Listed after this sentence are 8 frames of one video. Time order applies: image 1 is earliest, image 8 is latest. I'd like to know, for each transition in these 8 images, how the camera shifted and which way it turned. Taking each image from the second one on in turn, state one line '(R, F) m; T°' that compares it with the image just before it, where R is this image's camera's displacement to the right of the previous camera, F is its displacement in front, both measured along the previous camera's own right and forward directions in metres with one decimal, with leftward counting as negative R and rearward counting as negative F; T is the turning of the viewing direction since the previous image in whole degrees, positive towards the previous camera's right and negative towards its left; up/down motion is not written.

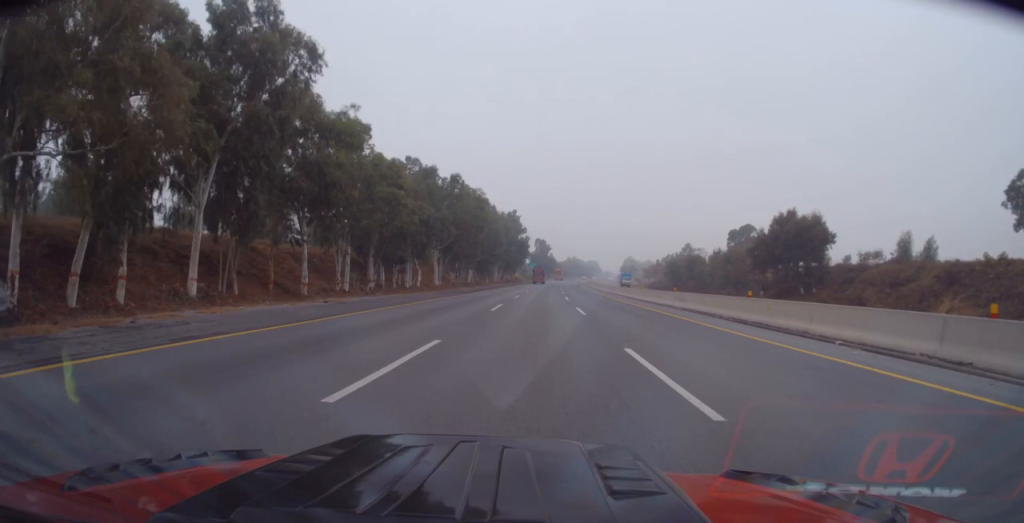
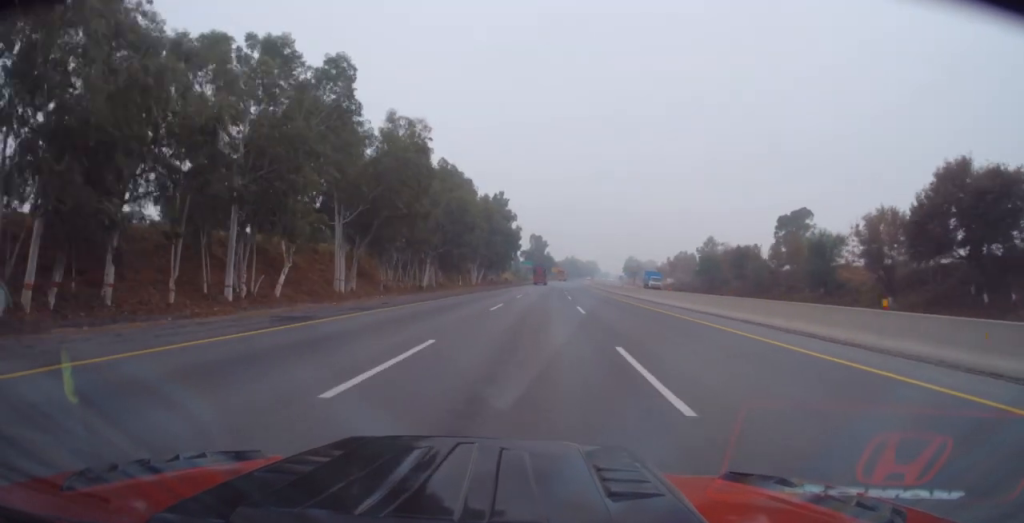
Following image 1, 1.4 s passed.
(-0.2, +35.8) m; -1°
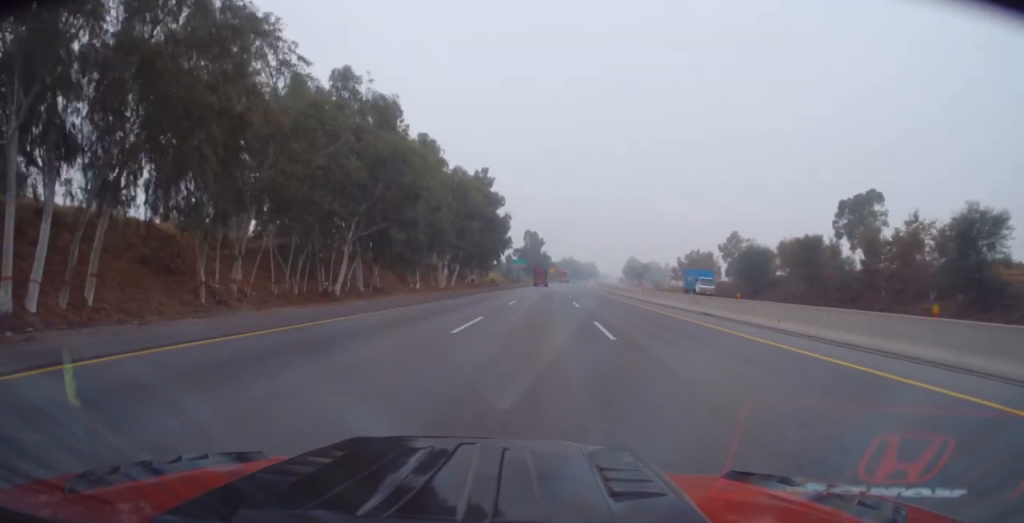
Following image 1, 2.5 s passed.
(+0.1, +28.1) m; +1°
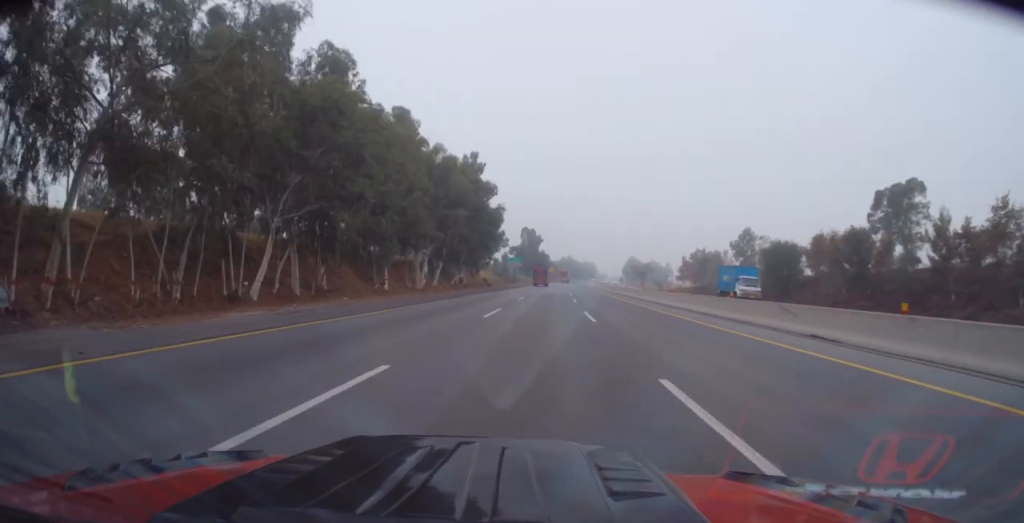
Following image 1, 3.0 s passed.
(+0.2, +11.9) m; 0°
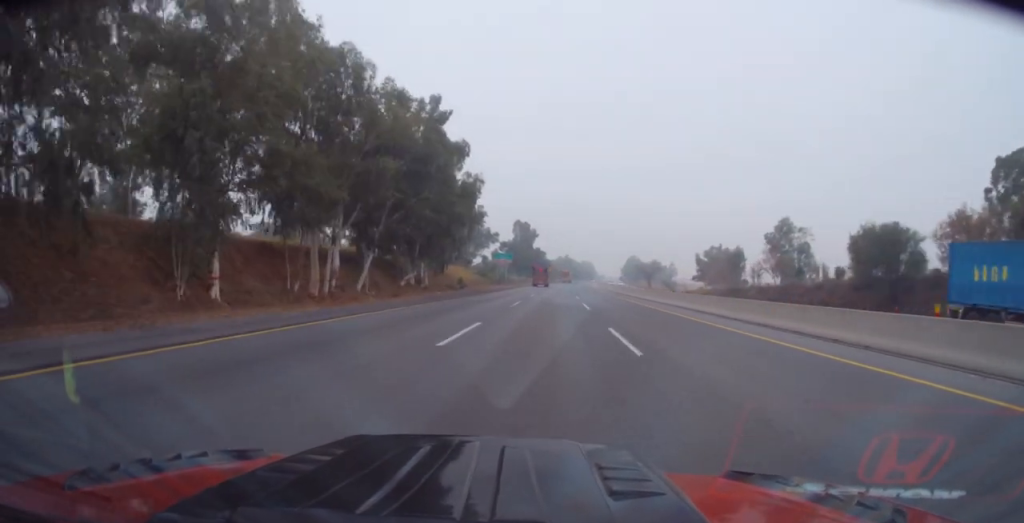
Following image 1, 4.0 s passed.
(-0.3, +27.2) m; 0°
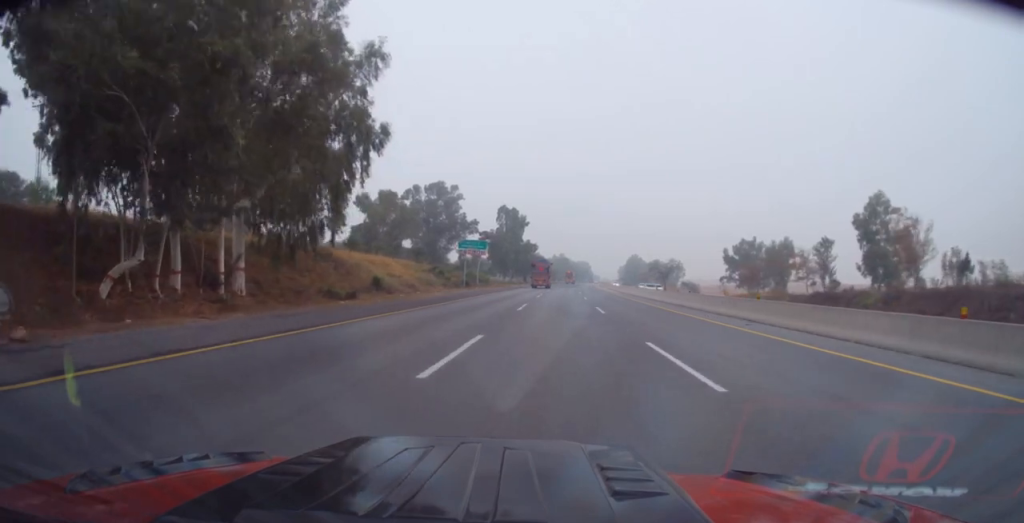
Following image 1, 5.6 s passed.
(+0.4, +39.8) m; +1°
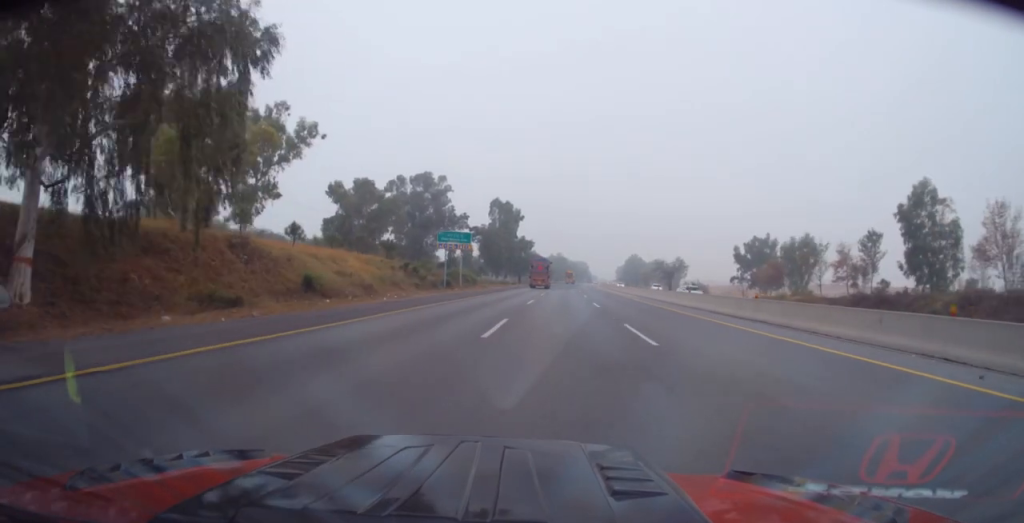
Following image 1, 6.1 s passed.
(0.0, +12.7) m; 0°
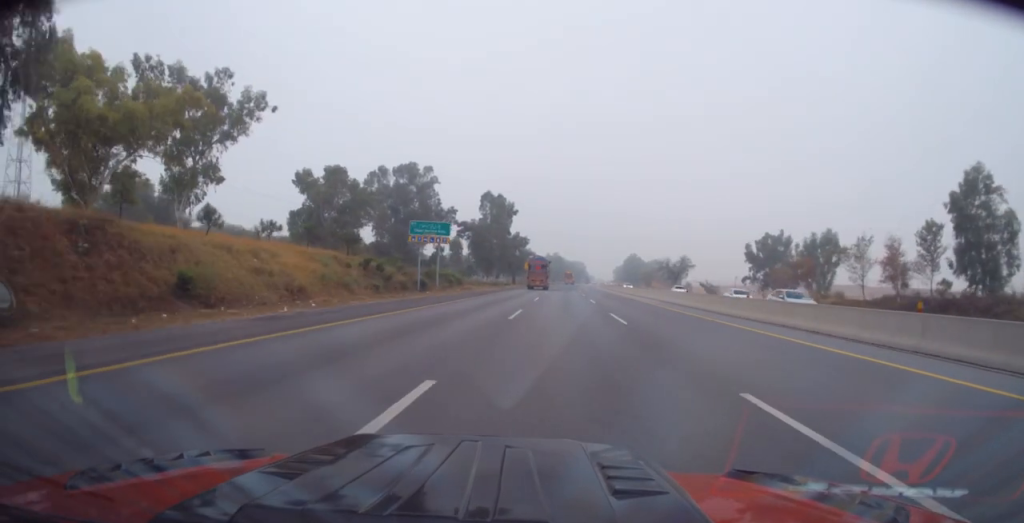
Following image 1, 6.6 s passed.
(0.0, +11.8) m; +1°
